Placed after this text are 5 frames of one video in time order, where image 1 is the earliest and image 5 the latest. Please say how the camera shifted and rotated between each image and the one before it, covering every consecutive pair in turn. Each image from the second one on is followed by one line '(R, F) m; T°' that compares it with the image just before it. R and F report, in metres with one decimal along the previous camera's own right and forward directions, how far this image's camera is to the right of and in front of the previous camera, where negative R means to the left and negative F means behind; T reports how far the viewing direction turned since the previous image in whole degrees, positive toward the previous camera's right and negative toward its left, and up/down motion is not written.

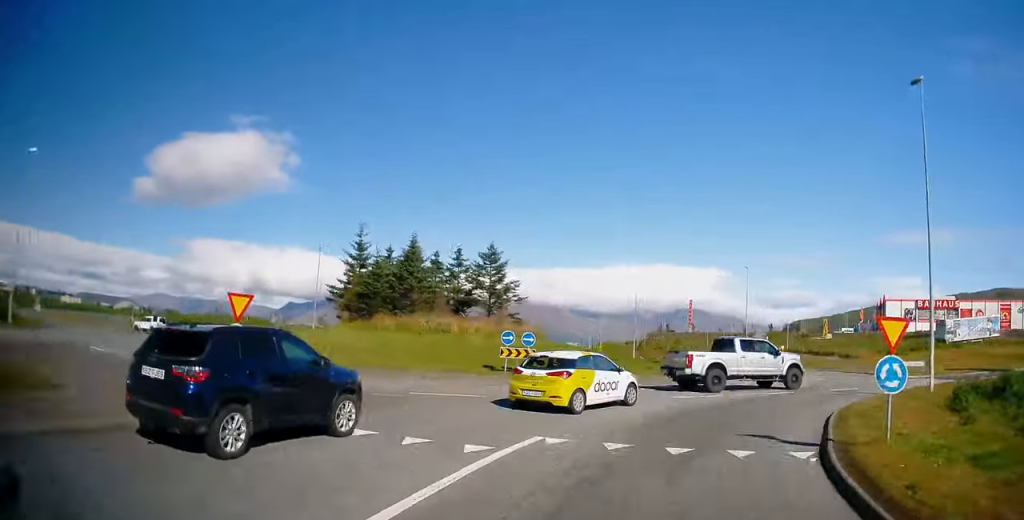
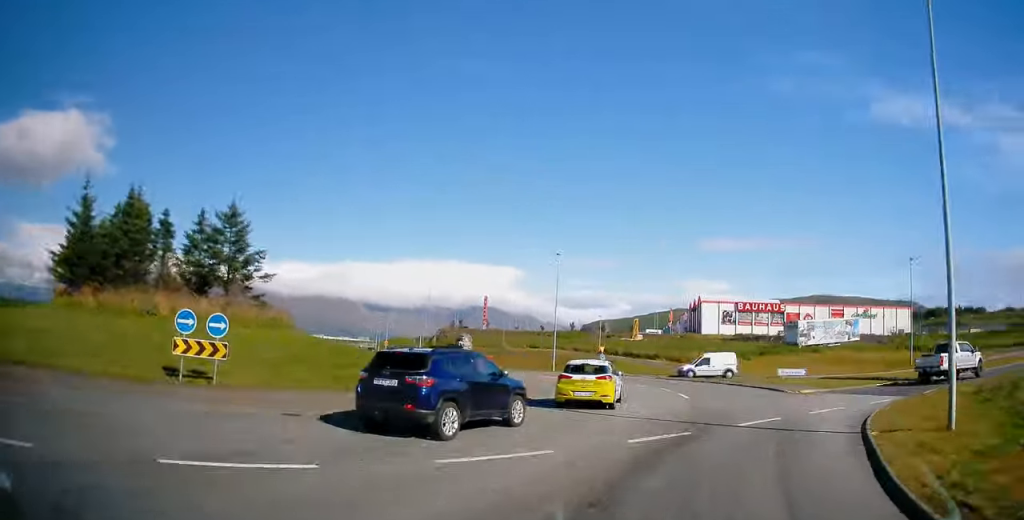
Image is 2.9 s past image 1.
(+1.8, +23.1) m; +2°
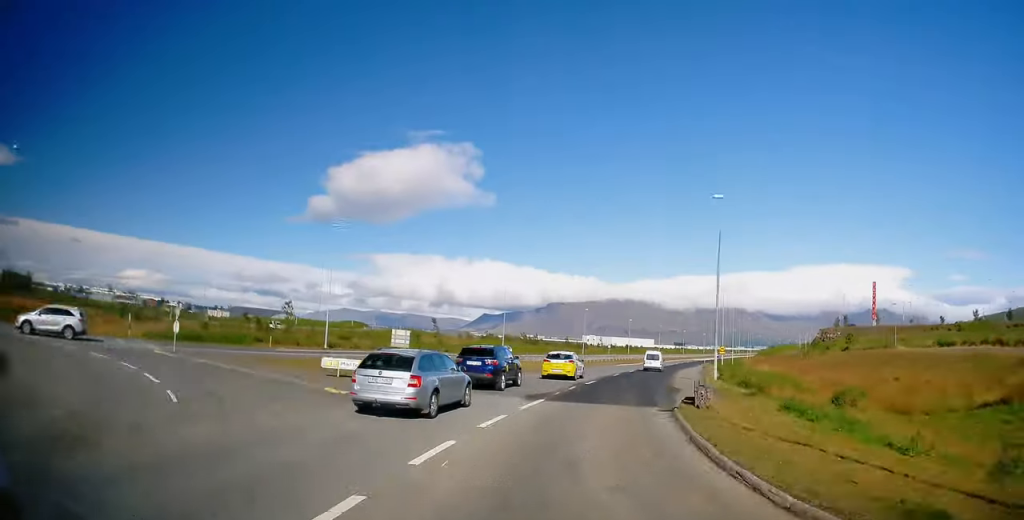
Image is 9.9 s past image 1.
(-8.7, +52.1) m; -17°
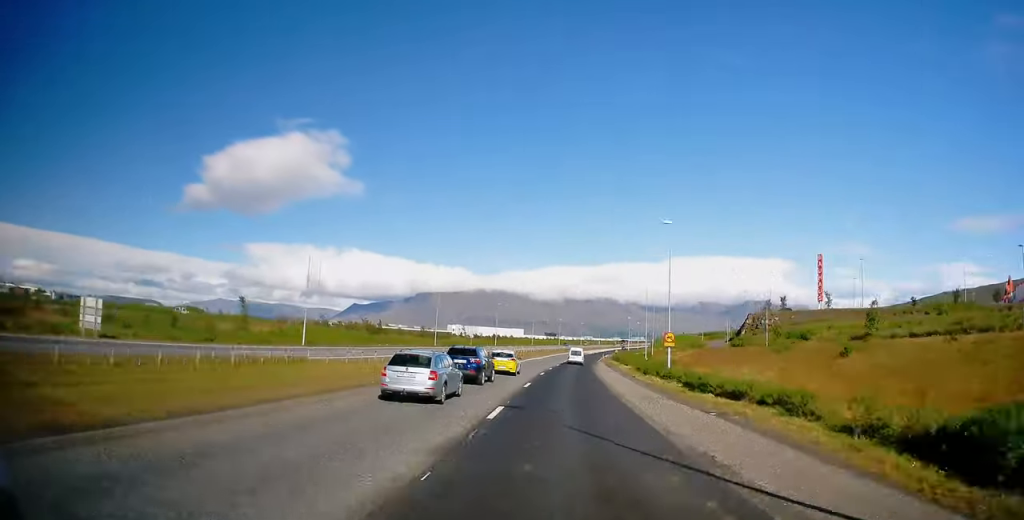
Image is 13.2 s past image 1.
(+0.7, +39.9) m; +3°
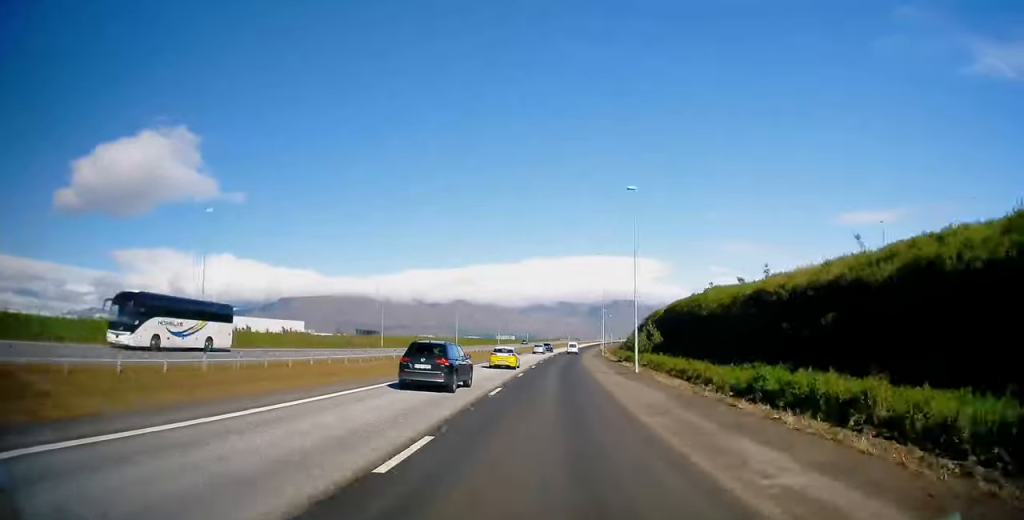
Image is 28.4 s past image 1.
(+34.7, +274.9) m; +13°
